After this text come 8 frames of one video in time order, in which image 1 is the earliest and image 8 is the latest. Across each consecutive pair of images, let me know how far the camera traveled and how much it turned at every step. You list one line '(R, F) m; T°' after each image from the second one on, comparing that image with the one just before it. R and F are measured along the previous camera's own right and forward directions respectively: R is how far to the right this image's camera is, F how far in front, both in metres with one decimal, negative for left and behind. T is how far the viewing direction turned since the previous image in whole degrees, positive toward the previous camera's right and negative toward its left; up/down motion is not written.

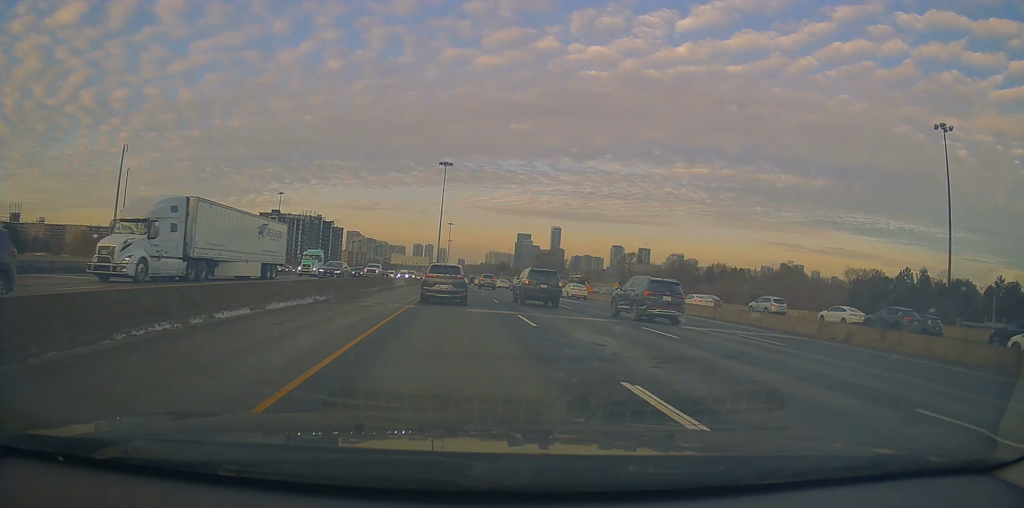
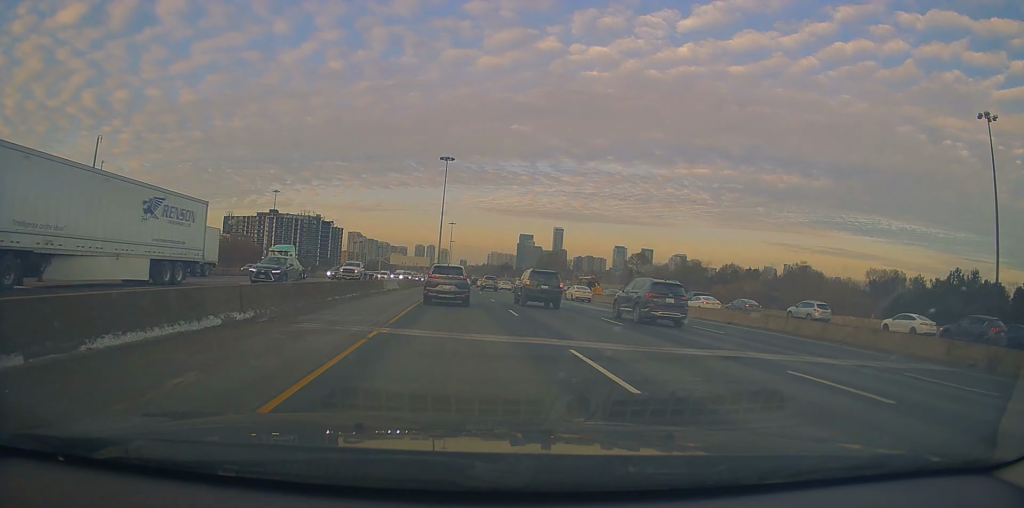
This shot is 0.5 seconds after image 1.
(+0.3, +8.4) m; 0°
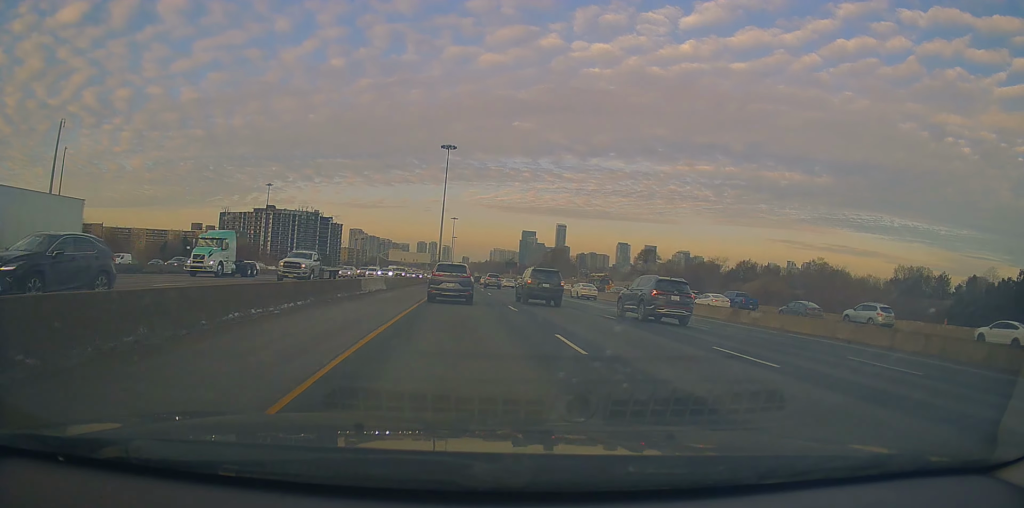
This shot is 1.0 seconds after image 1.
(+0.2, +10.2) m; 0°
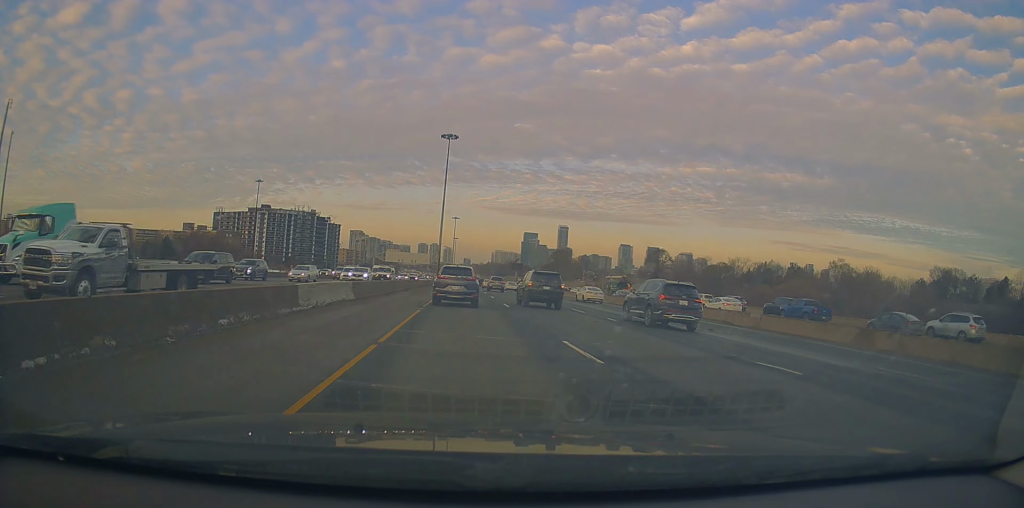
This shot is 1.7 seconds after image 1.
(-0.4, +12.1) m; 0°
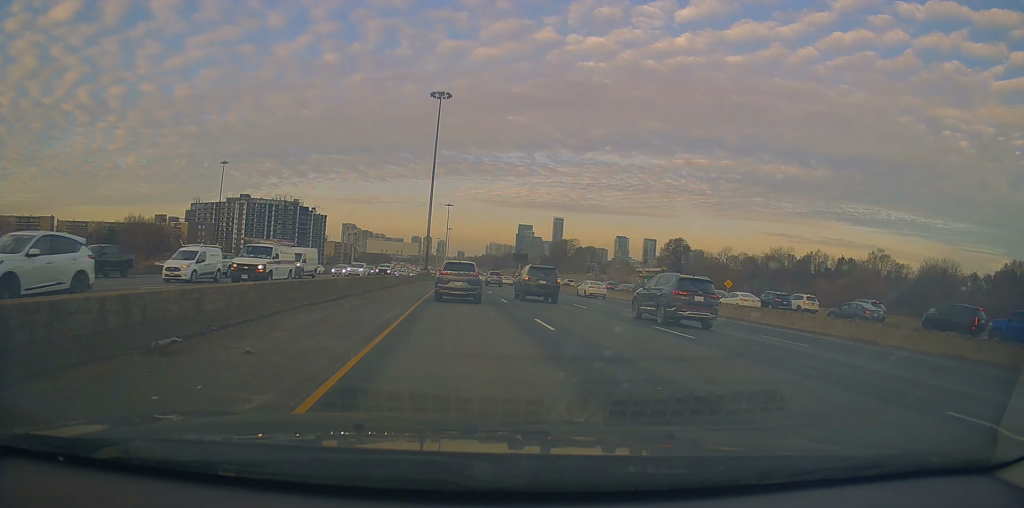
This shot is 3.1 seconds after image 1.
(+0.4, +24.9) m; 0°
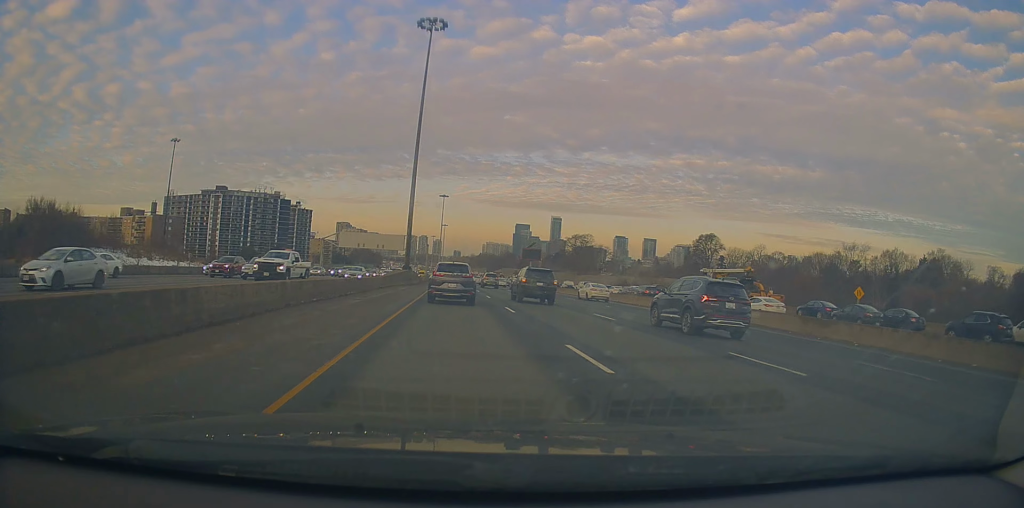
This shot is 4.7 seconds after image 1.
(-0.7, +29.5) m; -1°
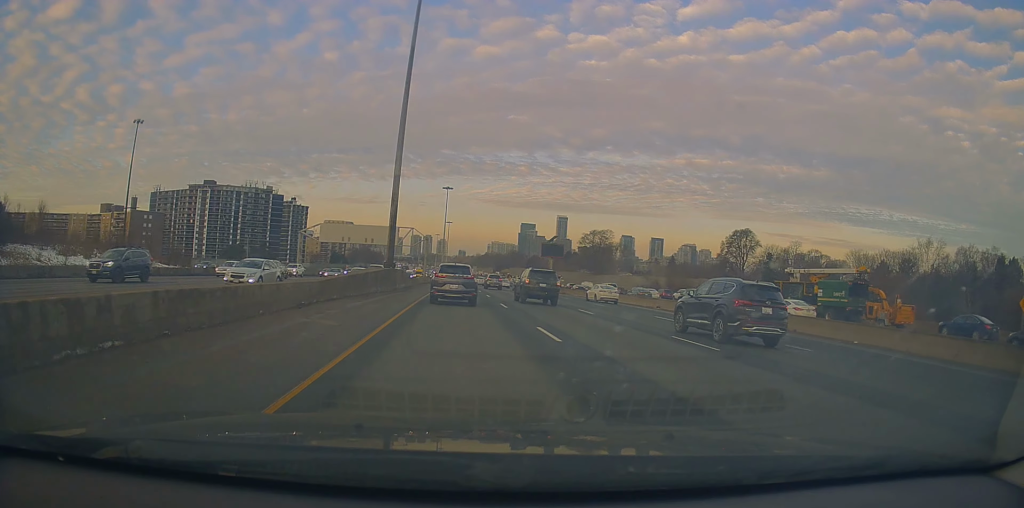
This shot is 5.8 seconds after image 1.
(0.0, +20.4) m; +2°
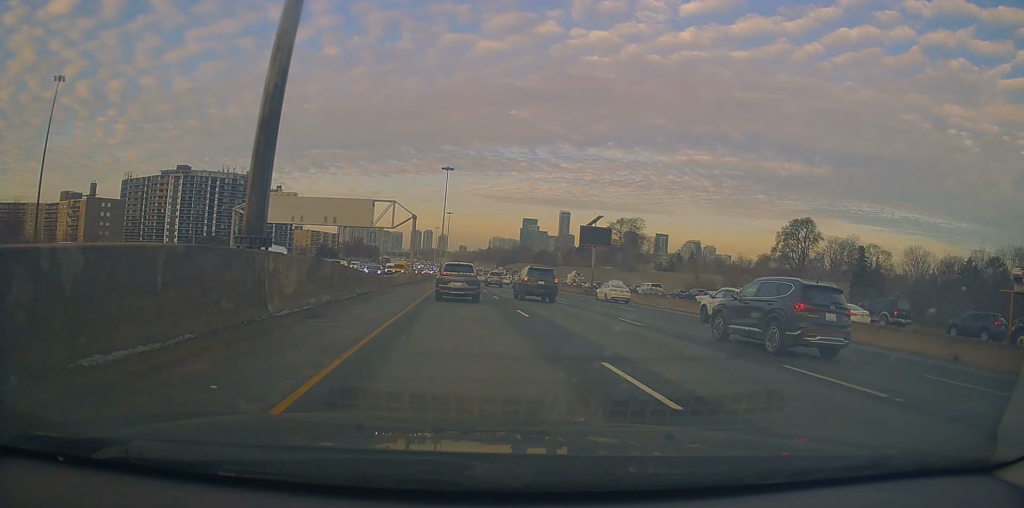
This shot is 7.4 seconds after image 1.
(+0.4, +29.9) m; 0°
